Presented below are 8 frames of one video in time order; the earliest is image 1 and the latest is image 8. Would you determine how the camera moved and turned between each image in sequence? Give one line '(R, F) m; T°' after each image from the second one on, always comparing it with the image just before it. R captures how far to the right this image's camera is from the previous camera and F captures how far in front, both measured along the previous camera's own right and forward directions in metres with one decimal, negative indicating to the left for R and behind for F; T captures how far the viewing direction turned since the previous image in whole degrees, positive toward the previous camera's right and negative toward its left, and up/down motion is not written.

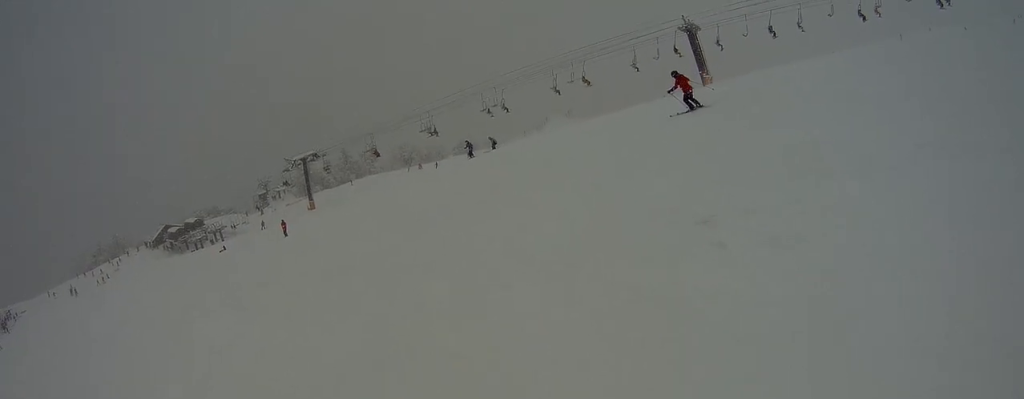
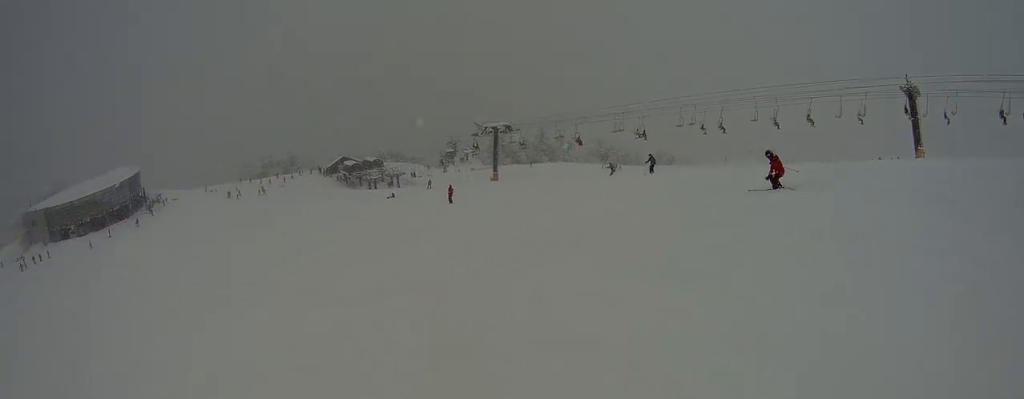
(+0.4, +4.4) m; +2°
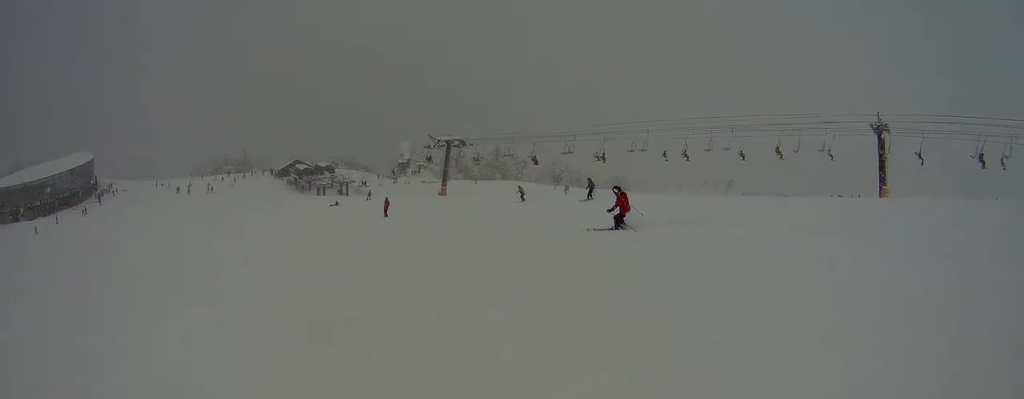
(-0.1, +2.4) m; -5°
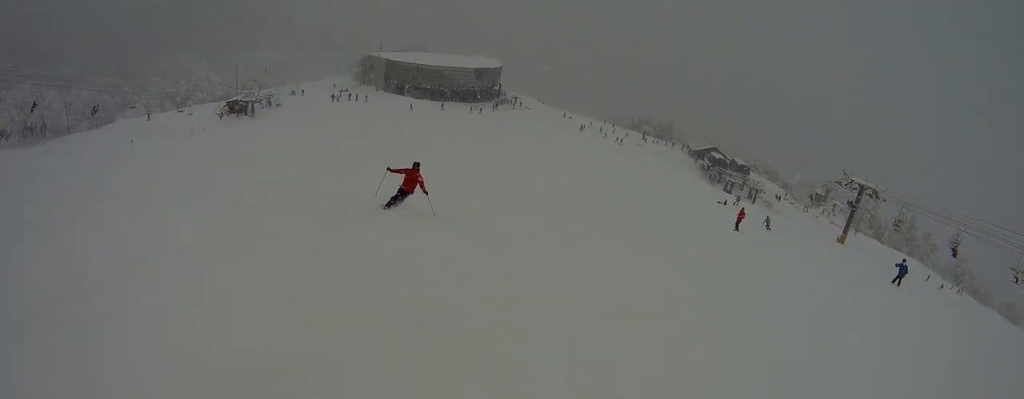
(+1.3, +9.5) m; -16°
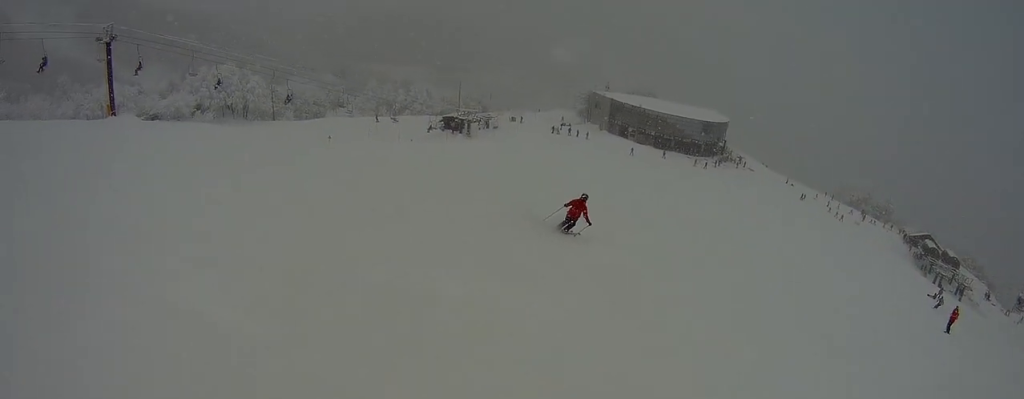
(-0.3, +1.7) m; -33°
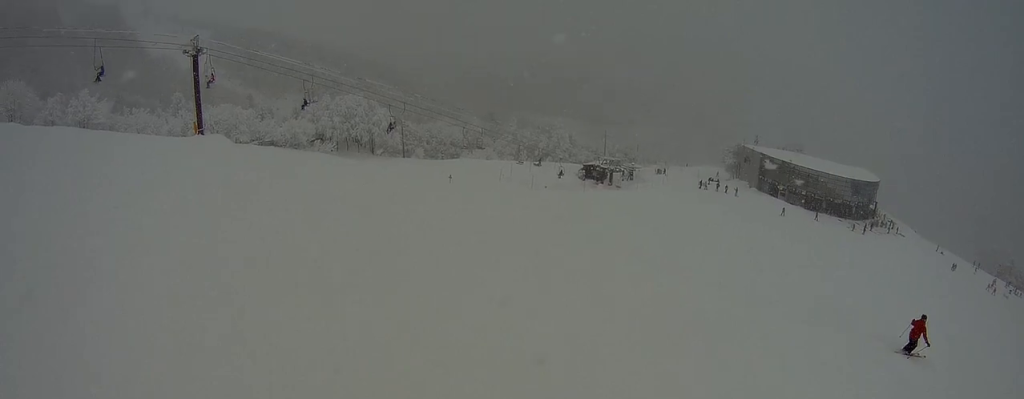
(-4.9, +5.0) m; -52°
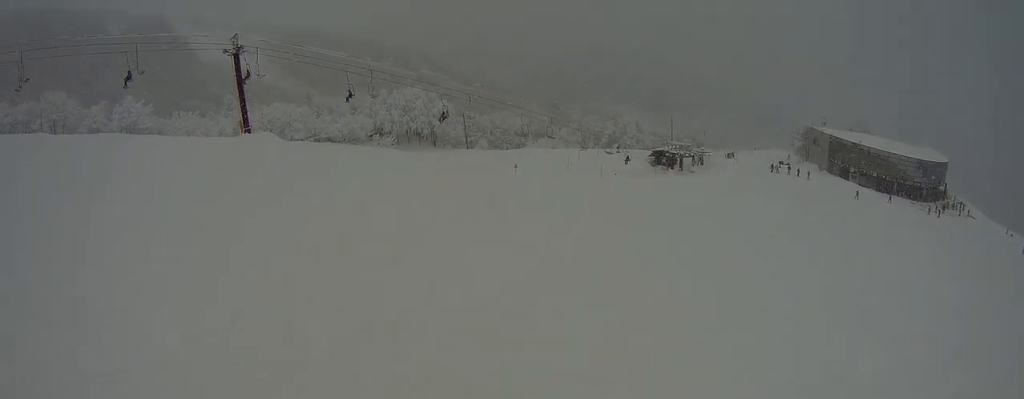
(+0.2, +2.7) m; -6°
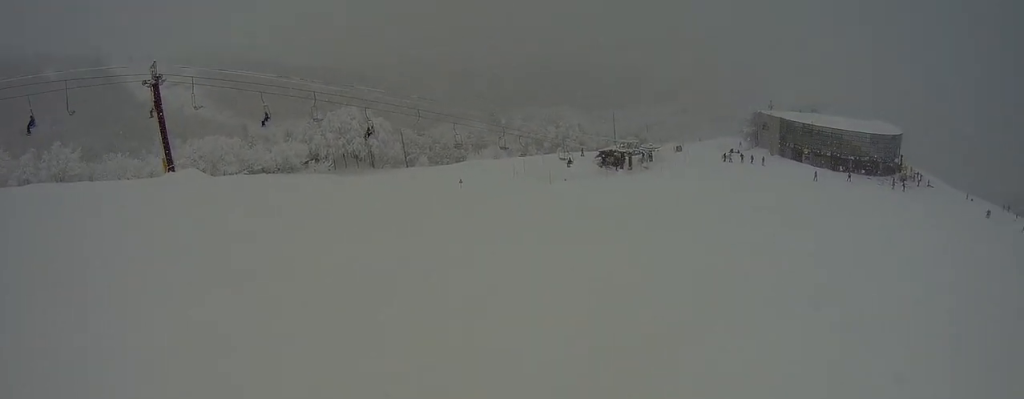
(-0.9, +4.2) m; +2°
